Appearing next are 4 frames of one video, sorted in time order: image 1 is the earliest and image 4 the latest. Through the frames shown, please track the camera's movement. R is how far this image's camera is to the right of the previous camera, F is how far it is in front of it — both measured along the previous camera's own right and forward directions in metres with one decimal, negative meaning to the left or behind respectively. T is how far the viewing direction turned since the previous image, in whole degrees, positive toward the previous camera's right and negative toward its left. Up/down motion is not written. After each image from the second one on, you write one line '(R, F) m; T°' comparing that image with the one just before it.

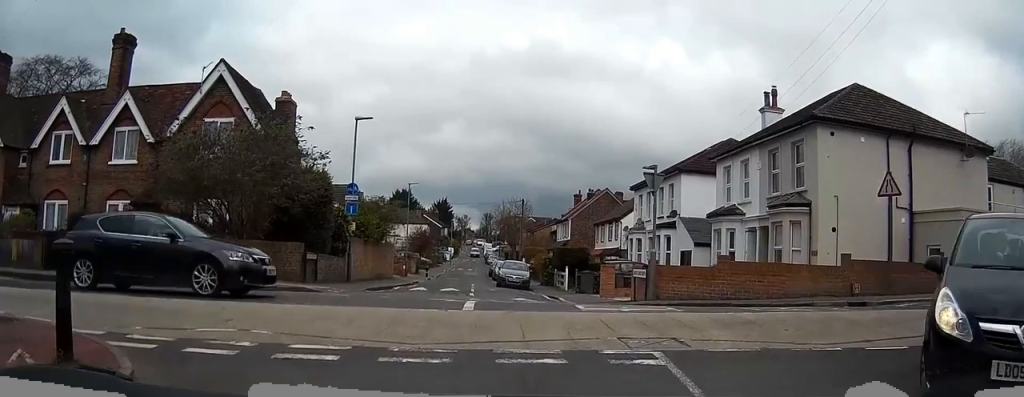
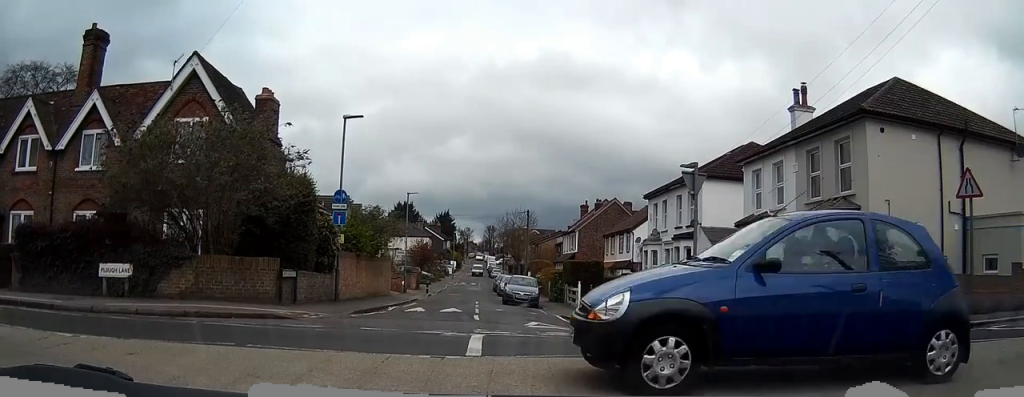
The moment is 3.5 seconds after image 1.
(+0.1, +3.2) m; -1°
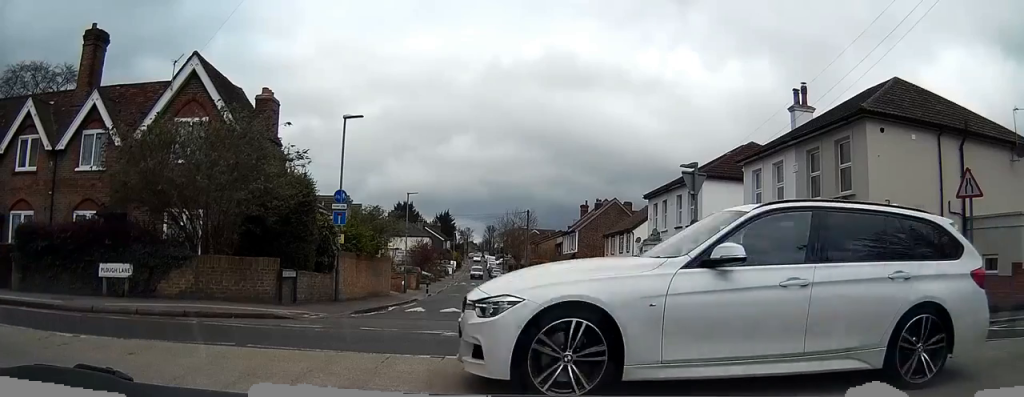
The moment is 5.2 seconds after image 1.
(0.0, 0.0) m; 0°
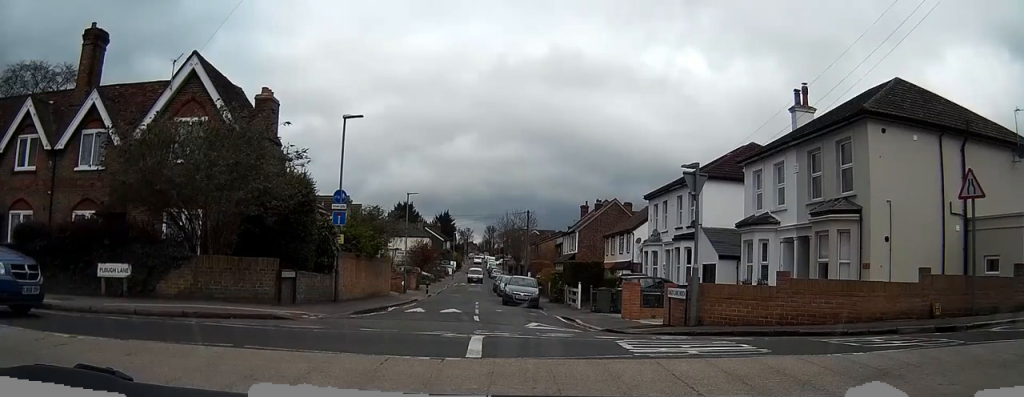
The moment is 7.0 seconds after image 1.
(0.0, 0.0) m; 0°
